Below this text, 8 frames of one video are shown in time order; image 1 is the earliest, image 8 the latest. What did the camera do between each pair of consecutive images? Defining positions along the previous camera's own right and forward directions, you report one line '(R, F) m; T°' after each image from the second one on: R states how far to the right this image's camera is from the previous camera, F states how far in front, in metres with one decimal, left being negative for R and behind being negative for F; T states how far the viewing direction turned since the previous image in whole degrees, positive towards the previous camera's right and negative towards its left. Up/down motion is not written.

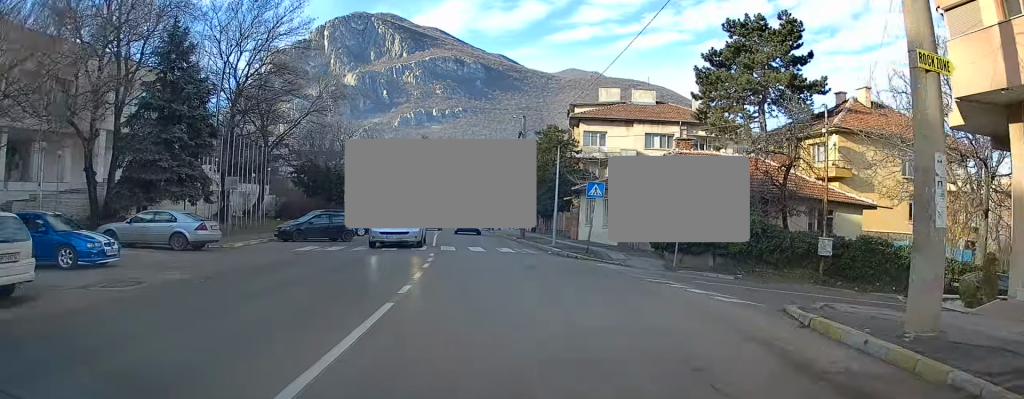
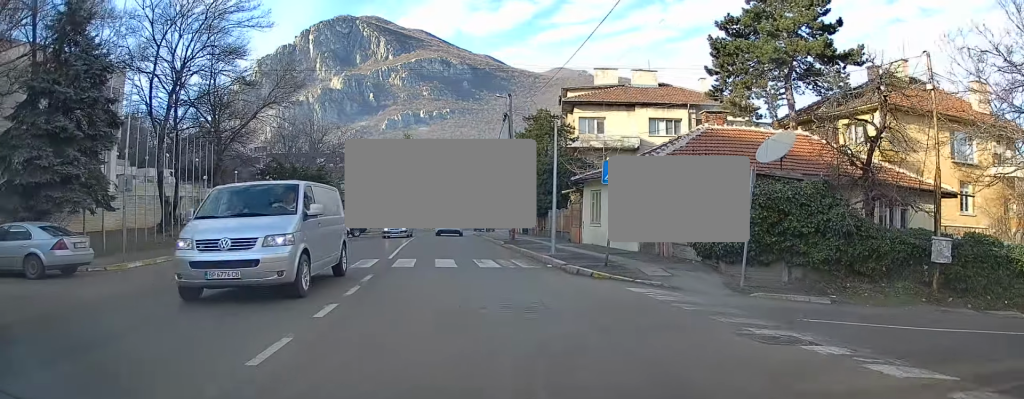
(+0.1, +6.7) m; -1°
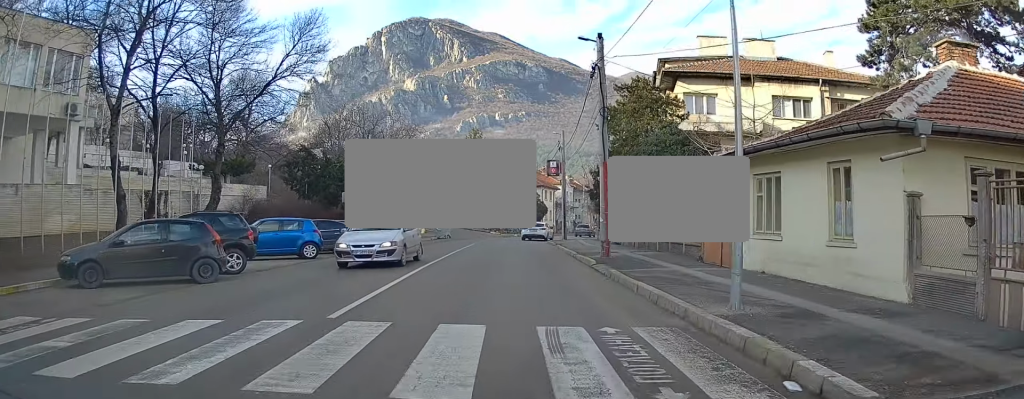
(-0.5, +10.9) m; -3°
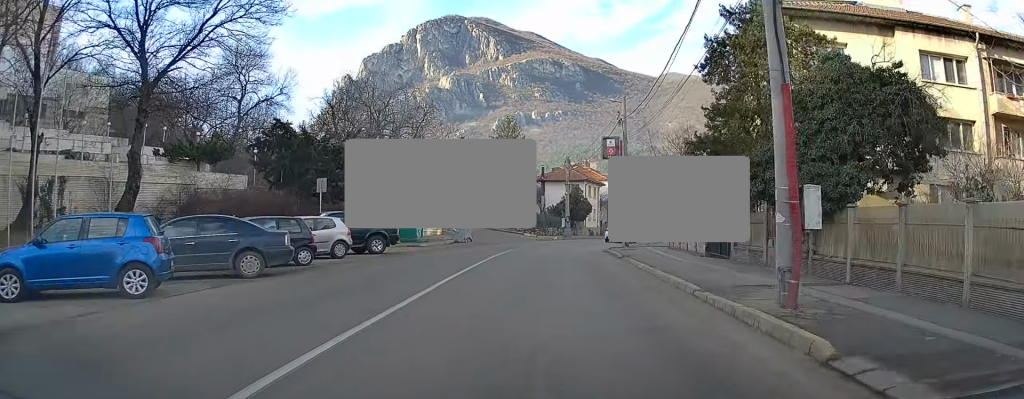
(0.0, +12.2) m; -1°
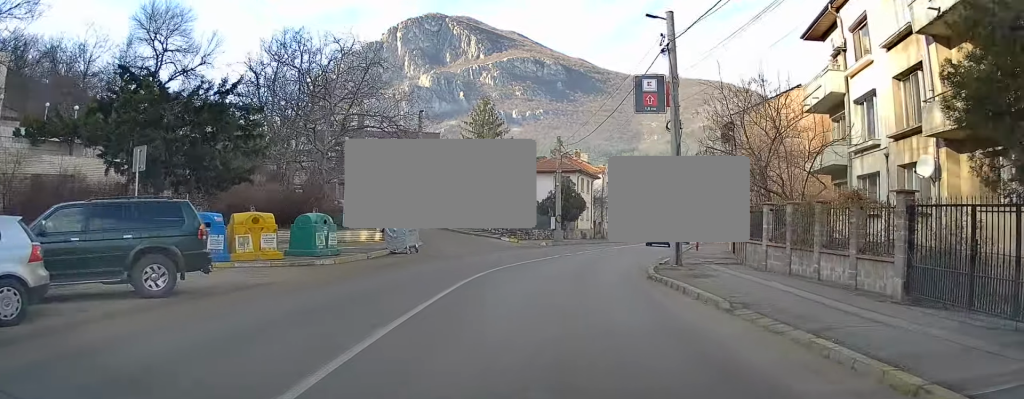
(-0.3, +14.1) m; -1°
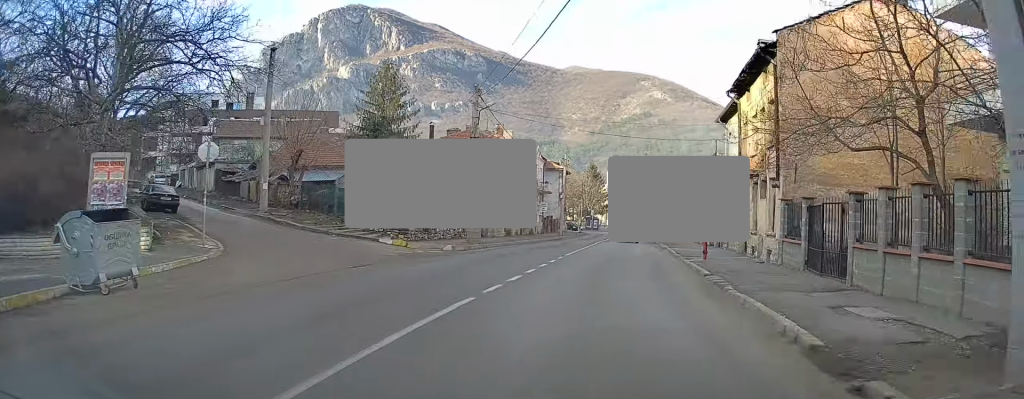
(+0.7, +14.8) m; +7°
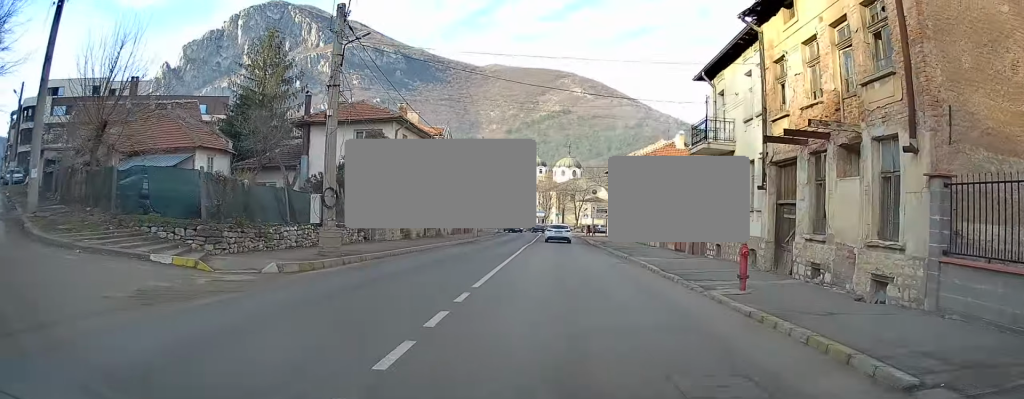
(+0.5, +10.6) m; +5°
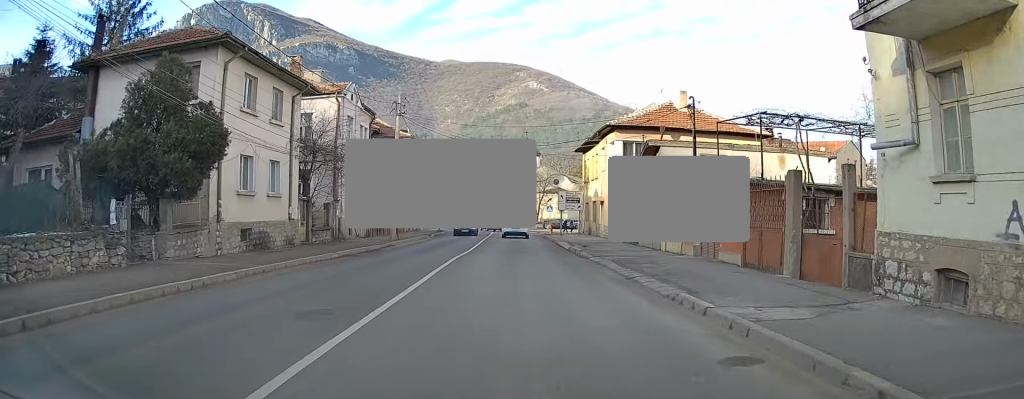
(+0.7, +14.9) m; +4°
